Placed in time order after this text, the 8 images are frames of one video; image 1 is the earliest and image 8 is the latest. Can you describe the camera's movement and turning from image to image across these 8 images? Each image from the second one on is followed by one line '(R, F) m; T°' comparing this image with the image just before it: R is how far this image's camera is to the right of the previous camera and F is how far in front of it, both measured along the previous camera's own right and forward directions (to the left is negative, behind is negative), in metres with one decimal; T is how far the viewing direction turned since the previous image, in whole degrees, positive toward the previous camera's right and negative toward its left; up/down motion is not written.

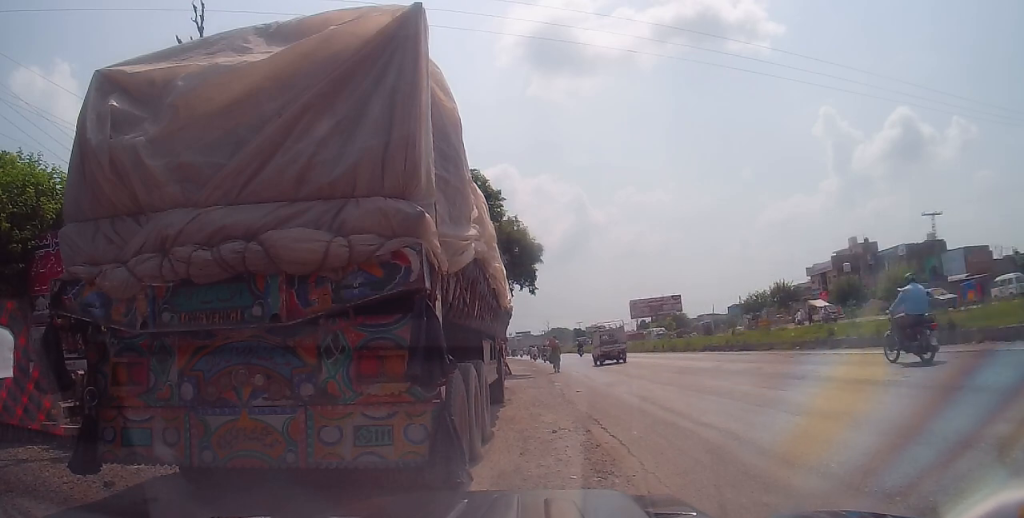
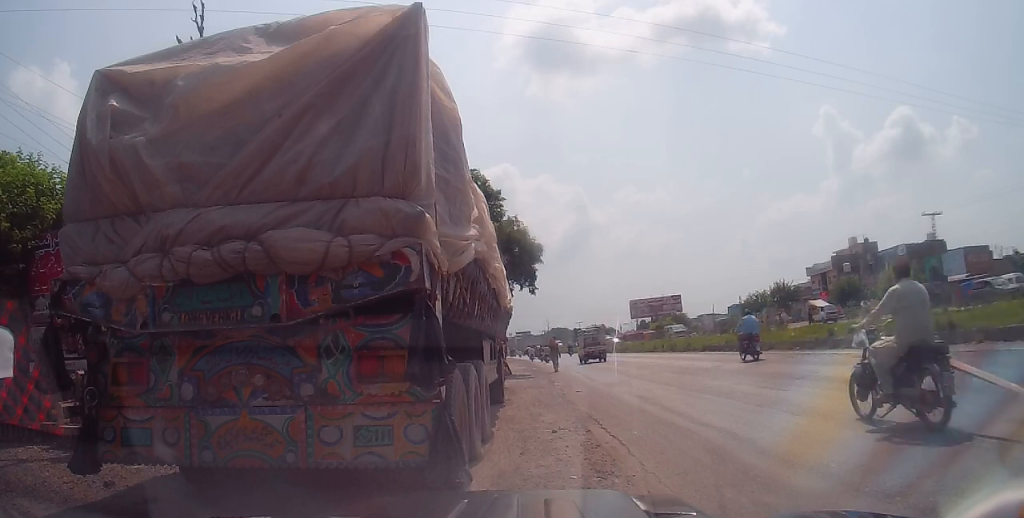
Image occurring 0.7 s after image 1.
(0.0, 0.0) m; 0°
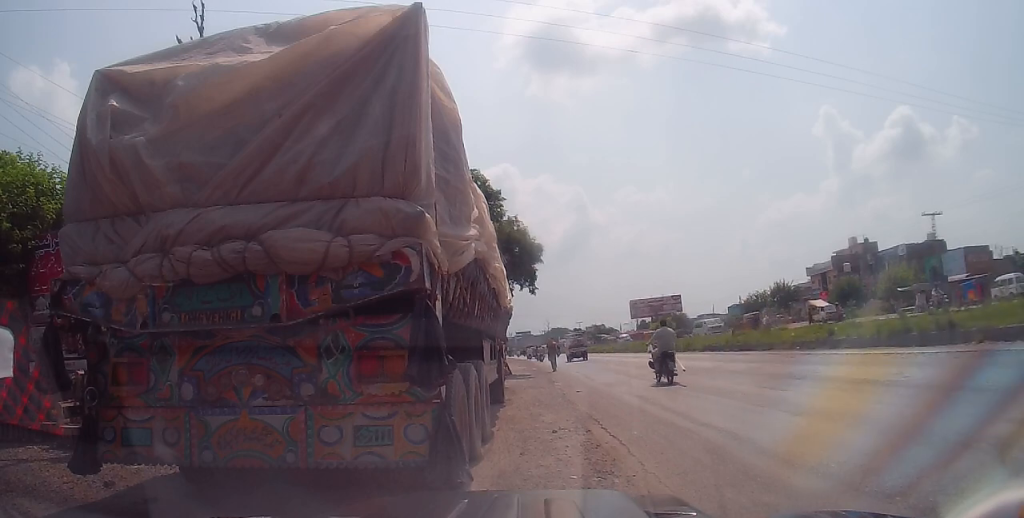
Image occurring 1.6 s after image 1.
(0.0, 0.0) m; 0°
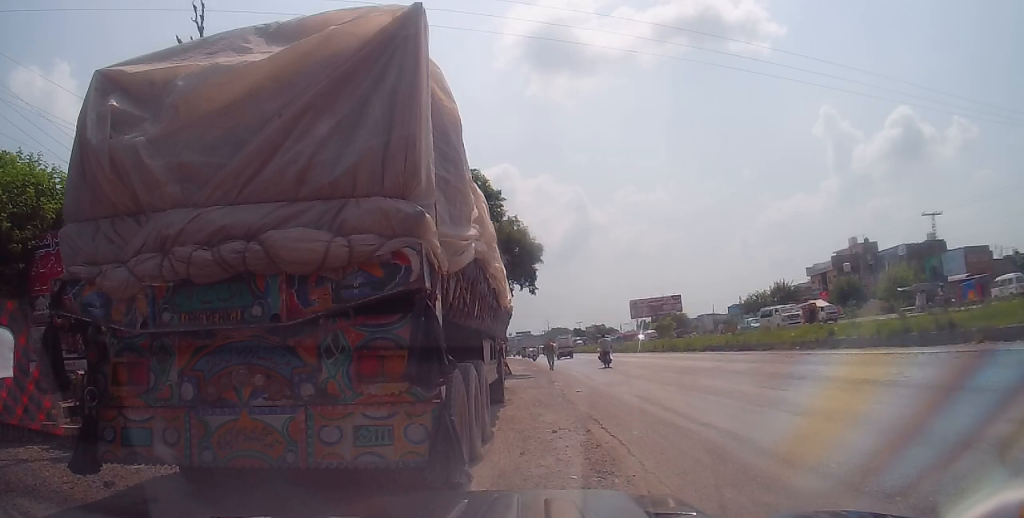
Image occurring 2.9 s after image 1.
(0.0, 0.0) m; 0°
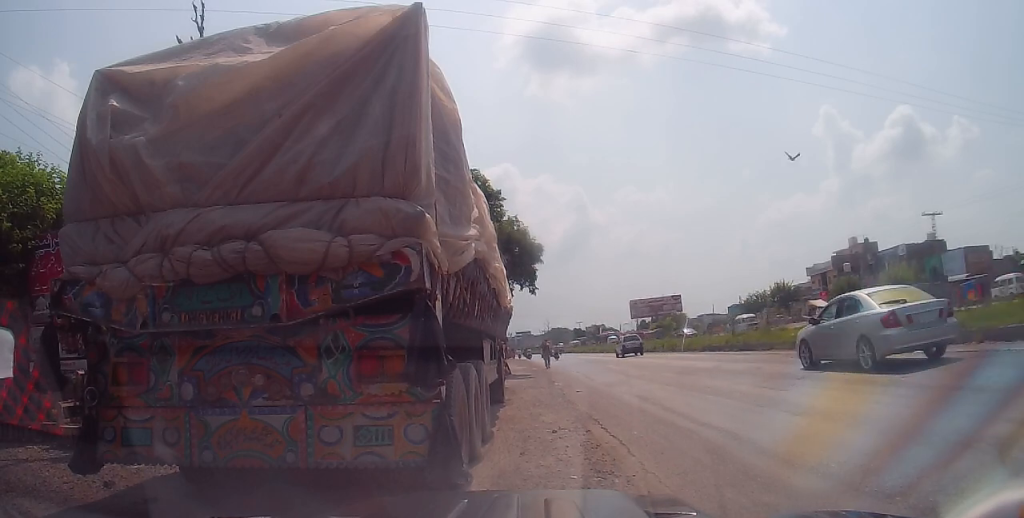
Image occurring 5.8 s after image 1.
(0.0, 0.0) m; 0°
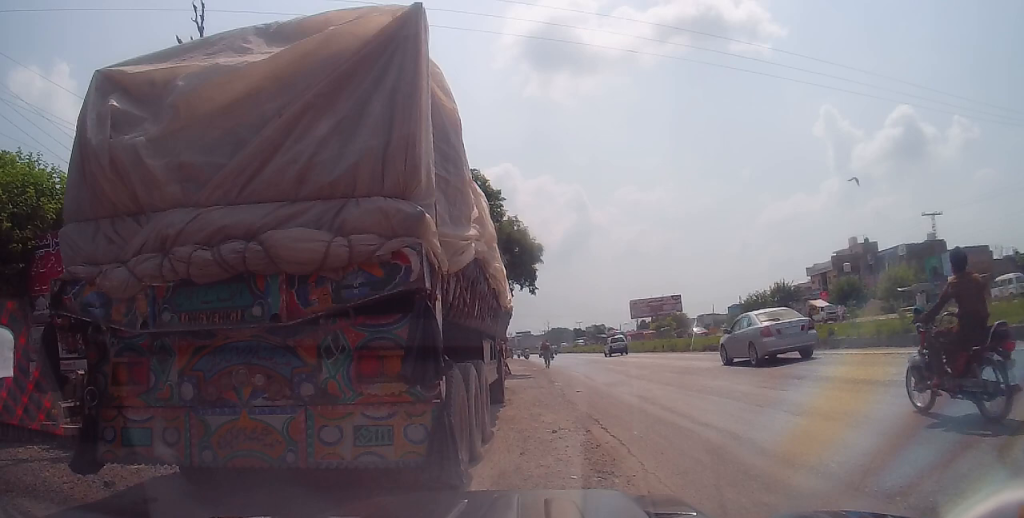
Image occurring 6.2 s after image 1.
(0.0, 0.0) m; 0°
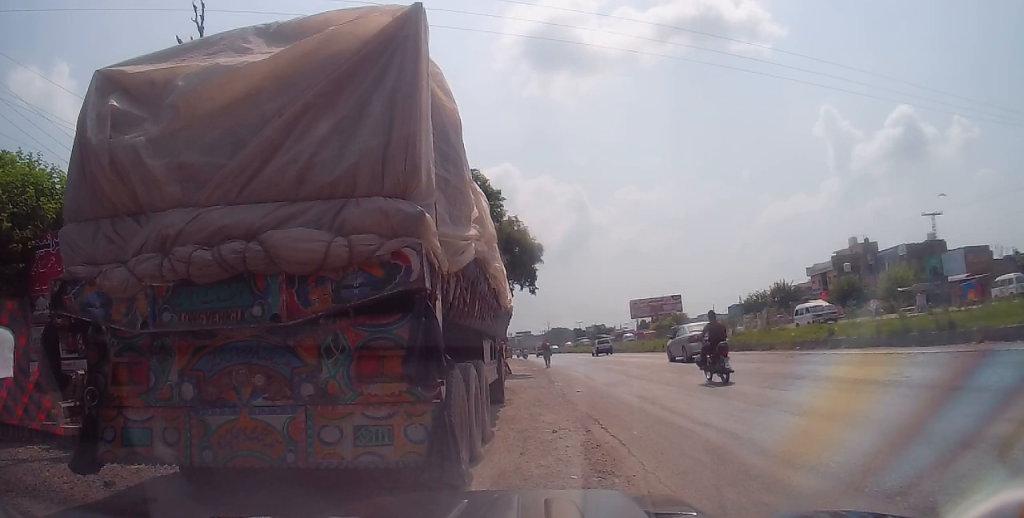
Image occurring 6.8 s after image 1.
(0.0, 0.0) m; 0°
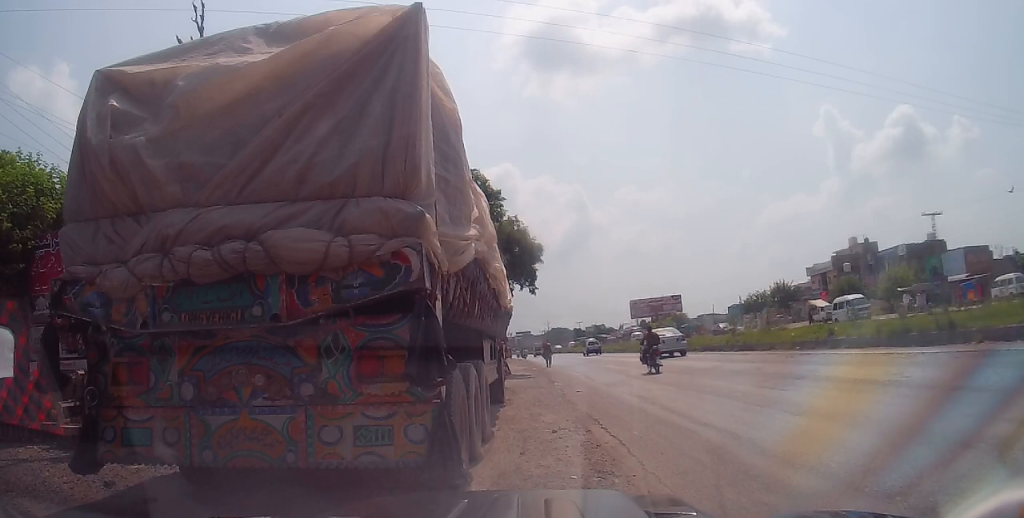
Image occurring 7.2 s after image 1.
(0.0, 0.0) m; 0°
